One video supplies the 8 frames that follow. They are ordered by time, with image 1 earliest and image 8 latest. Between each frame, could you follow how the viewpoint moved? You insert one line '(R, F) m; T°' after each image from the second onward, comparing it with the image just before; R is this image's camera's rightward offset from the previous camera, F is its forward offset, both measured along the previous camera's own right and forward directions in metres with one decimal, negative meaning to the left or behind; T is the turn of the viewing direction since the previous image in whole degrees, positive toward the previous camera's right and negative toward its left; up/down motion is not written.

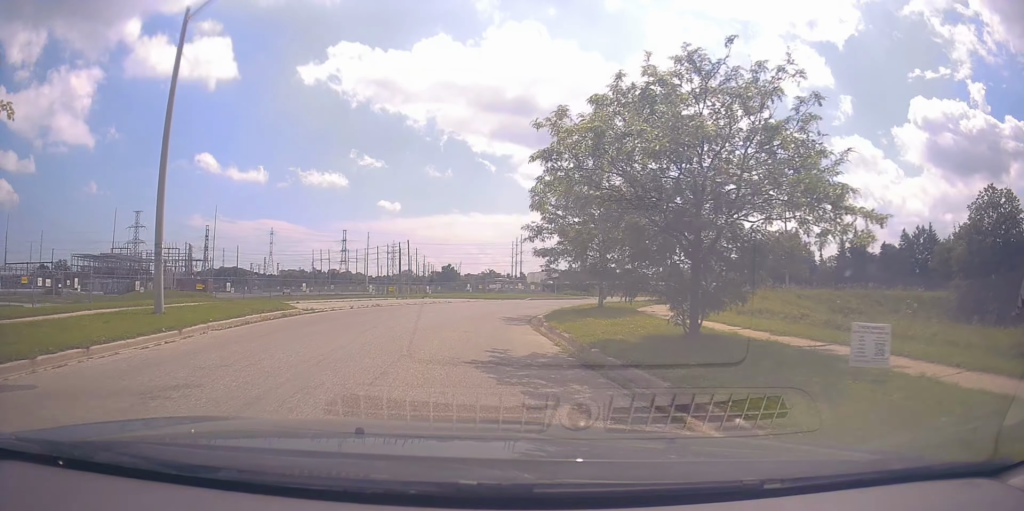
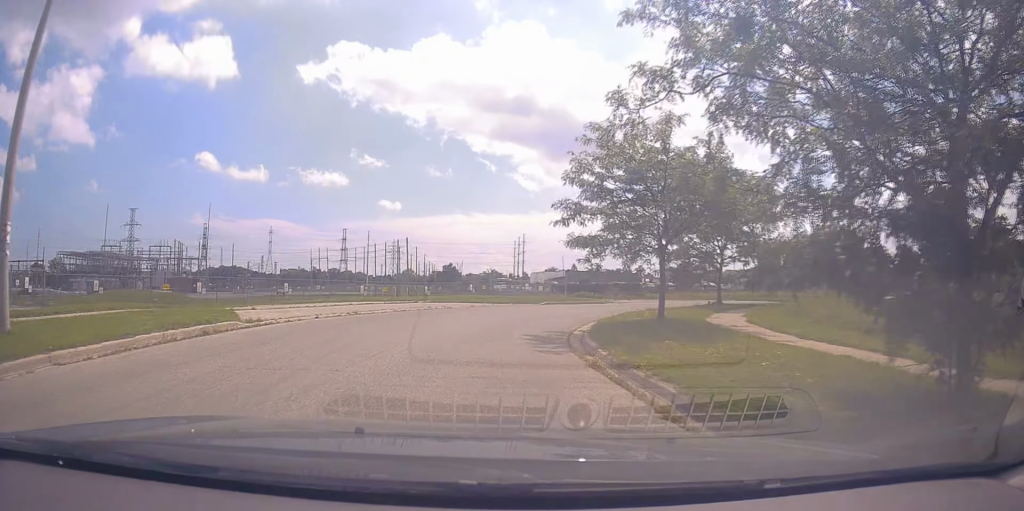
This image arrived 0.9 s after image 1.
(+0.2, +6.4) m; -1°
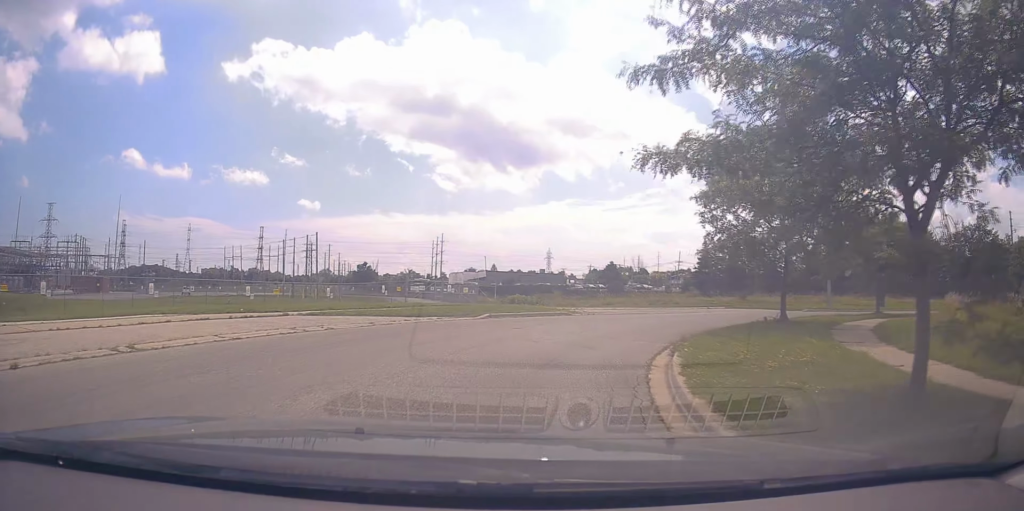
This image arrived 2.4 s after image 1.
(-0.2, +11.1) m; +4°
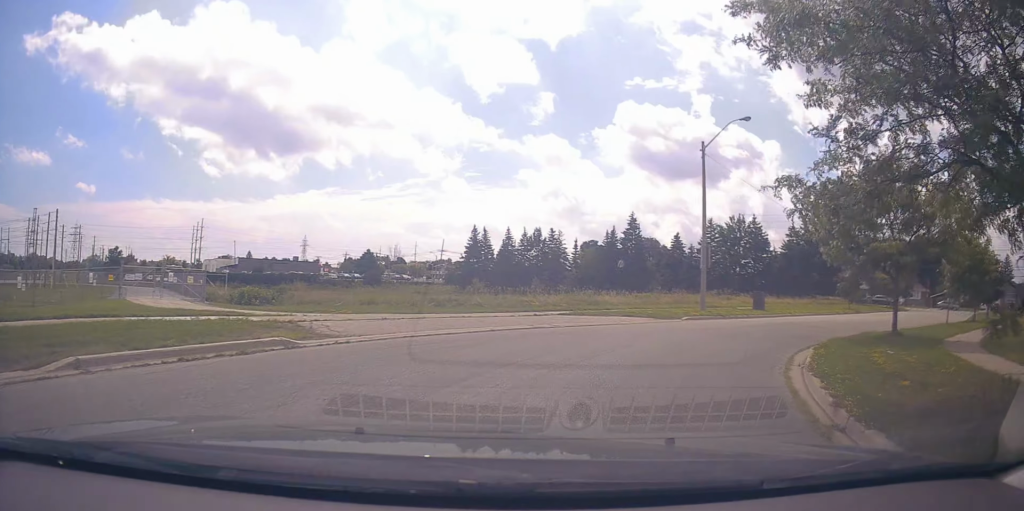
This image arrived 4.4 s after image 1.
(+2.5, +13.6) m; +24°
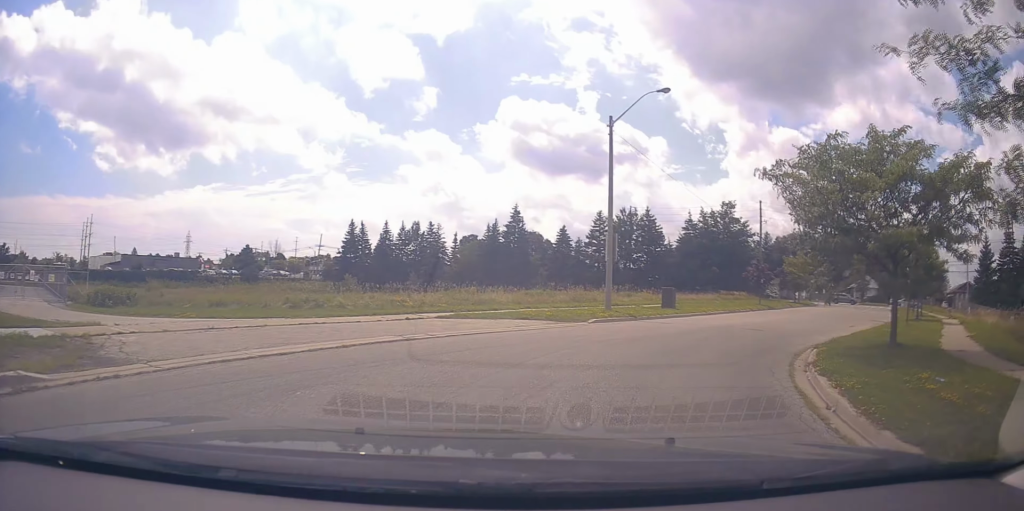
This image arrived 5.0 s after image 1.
(+0.2, +4.6) m; +10°
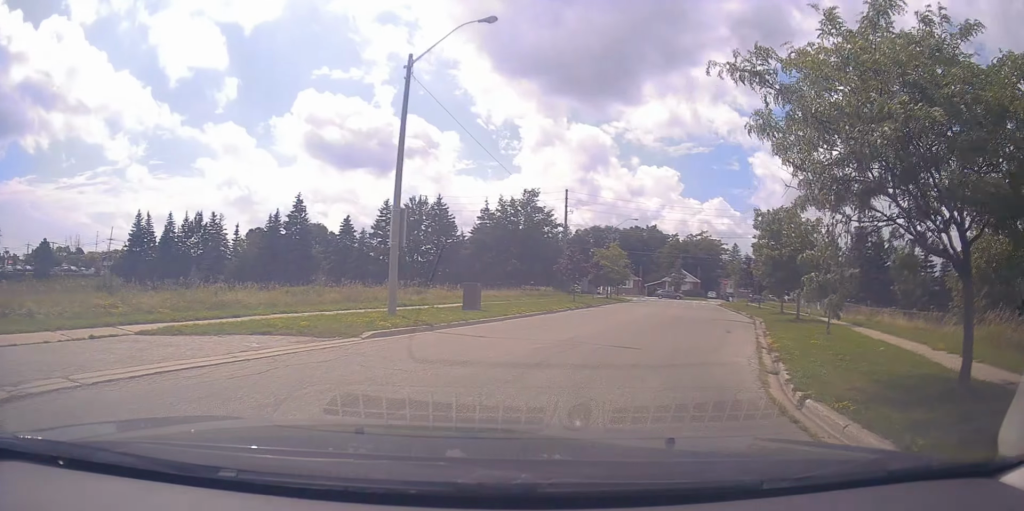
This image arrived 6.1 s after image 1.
(+1.2, +7.1) m; +19°
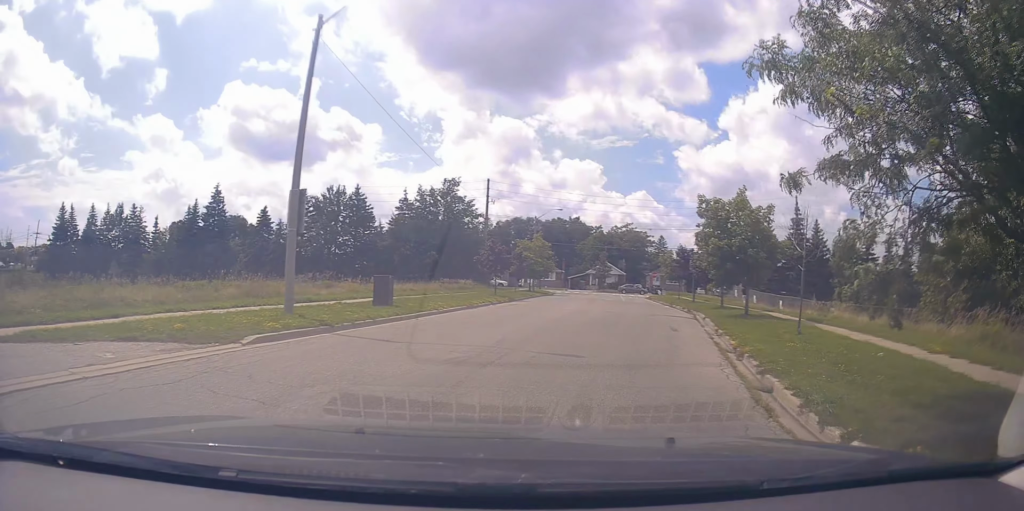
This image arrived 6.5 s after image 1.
(+0.3, +2.6) m; +8°
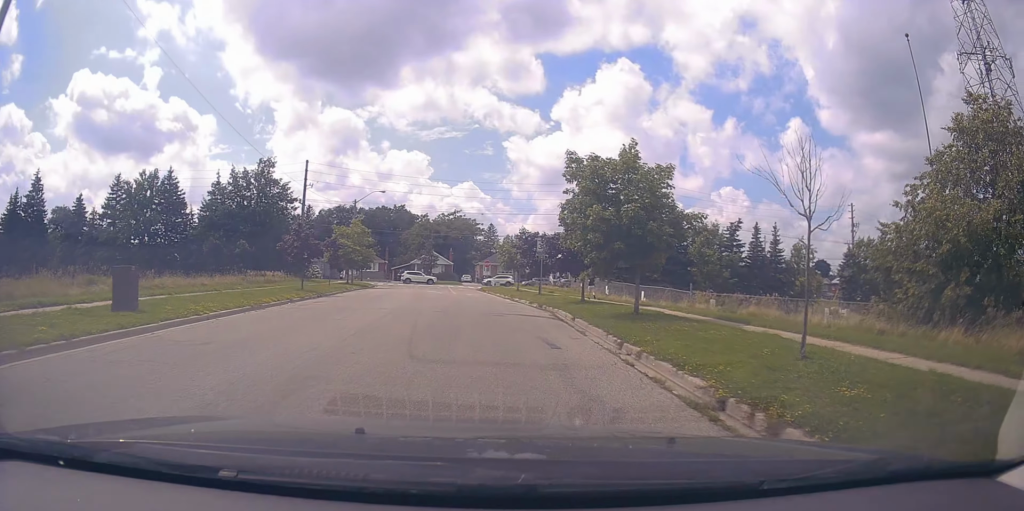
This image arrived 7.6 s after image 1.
(+1.2, +6.7) m; +17°
